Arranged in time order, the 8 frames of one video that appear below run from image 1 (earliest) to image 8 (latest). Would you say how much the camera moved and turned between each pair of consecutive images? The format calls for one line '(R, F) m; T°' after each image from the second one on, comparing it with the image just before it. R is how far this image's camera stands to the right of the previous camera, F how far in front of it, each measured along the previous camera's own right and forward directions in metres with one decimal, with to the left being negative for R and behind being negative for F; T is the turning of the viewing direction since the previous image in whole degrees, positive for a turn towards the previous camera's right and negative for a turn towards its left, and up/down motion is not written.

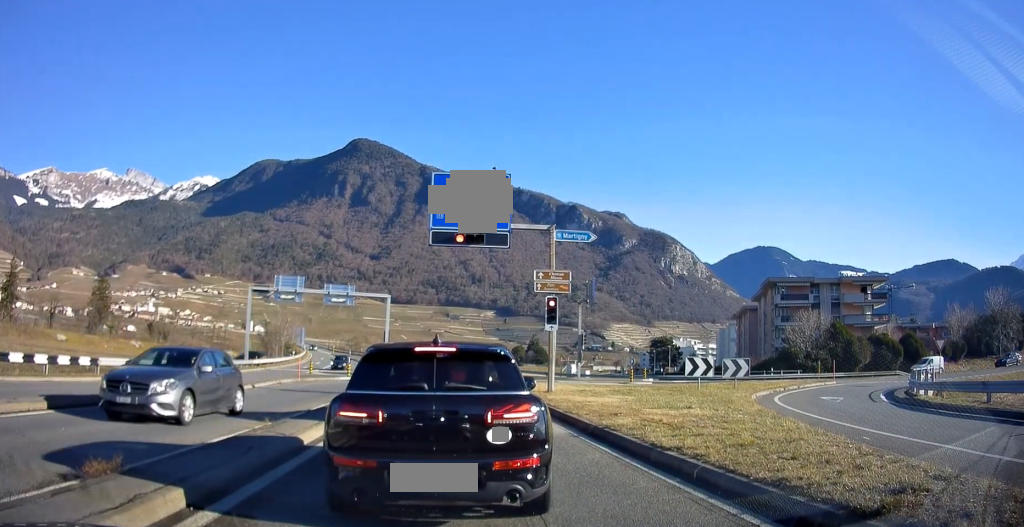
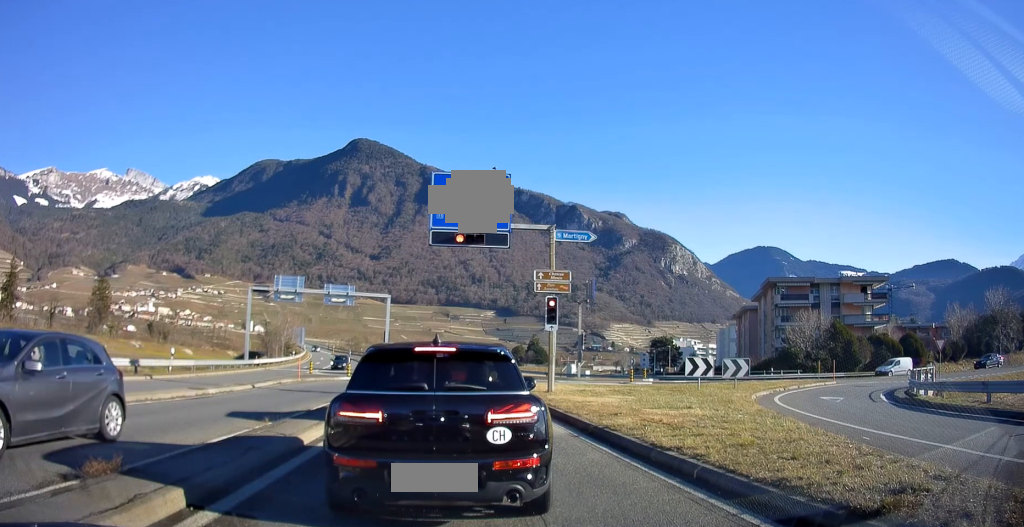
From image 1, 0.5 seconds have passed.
(0.0, 0.0) m; 0°
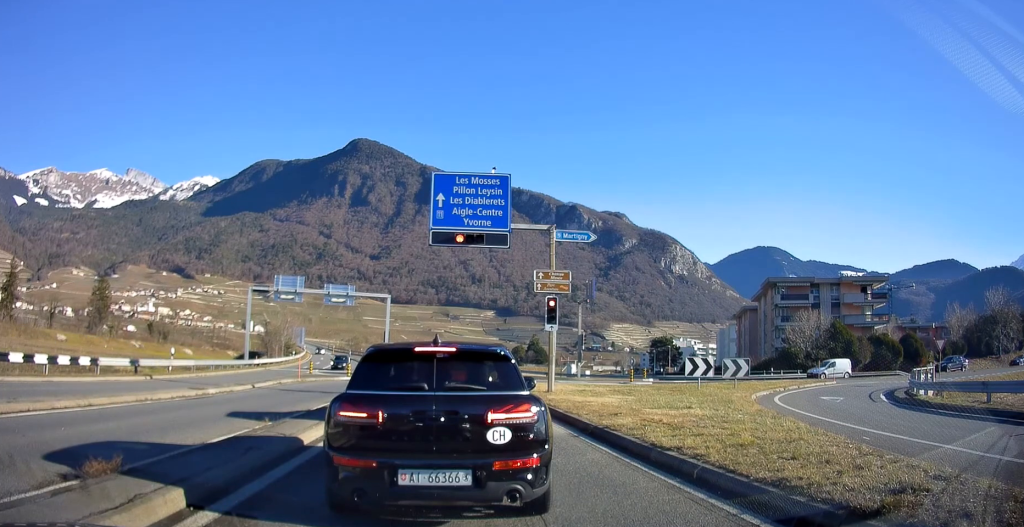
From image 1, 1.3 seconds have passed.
(0.0, 0.0) m; 0°
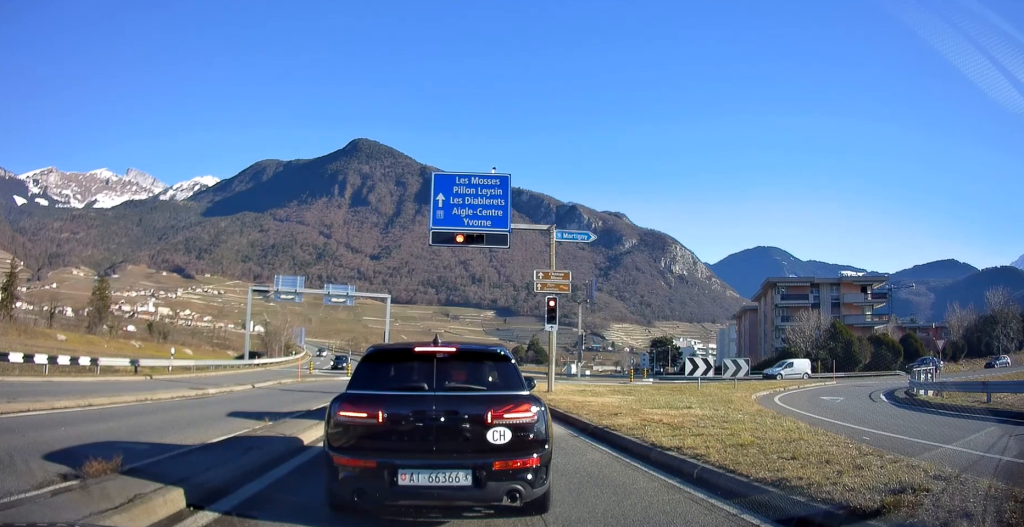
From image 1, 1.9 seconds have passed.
(0.0, 0.0) m; 0°
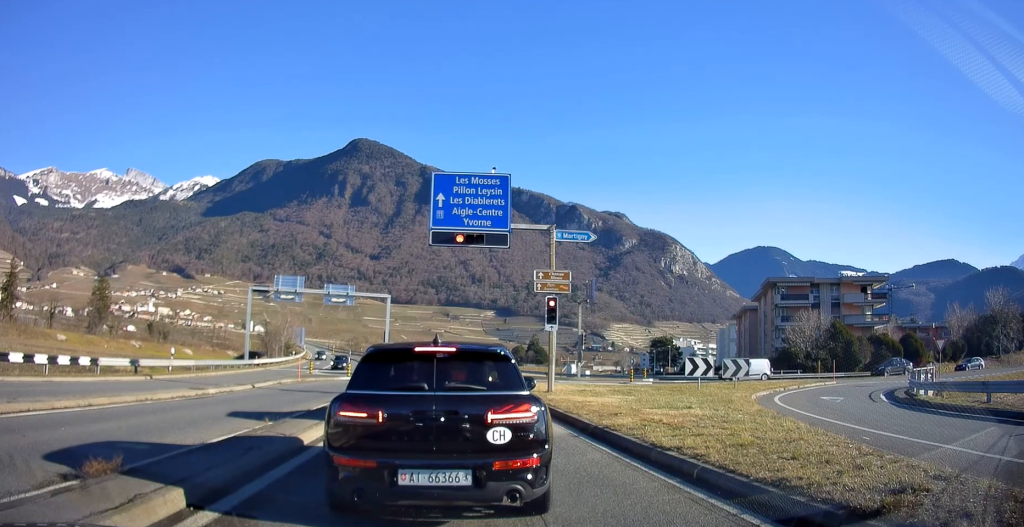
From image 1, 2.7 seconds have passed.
(0.0, 0.0) m; 0°
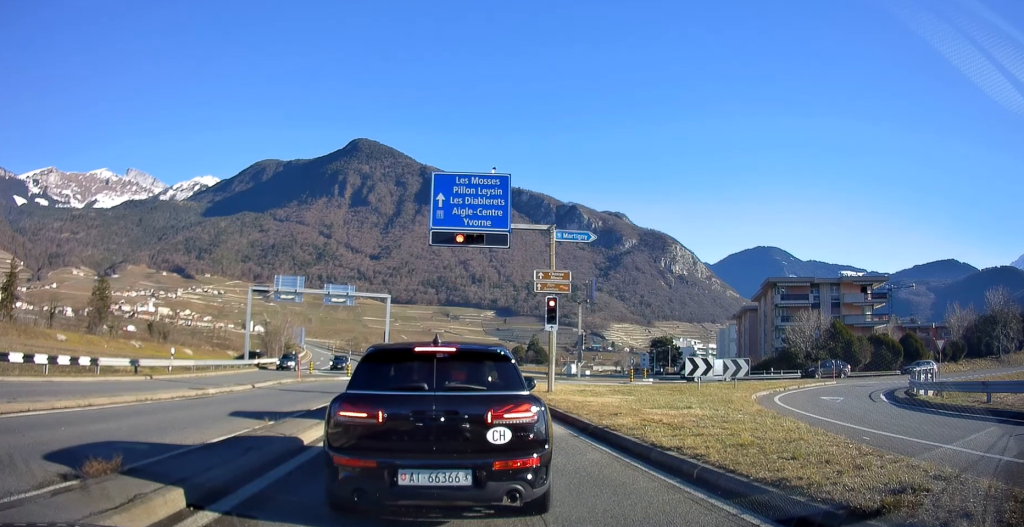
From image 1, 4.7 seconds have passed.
(0.0, 0.0) m; 0°
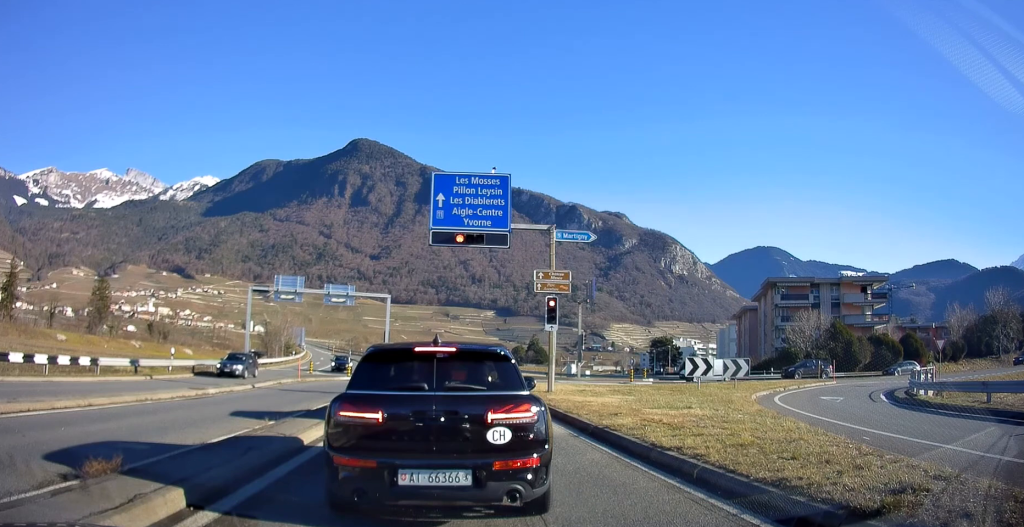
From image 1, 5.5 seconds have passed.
(0.0, 0.0) m; 0°
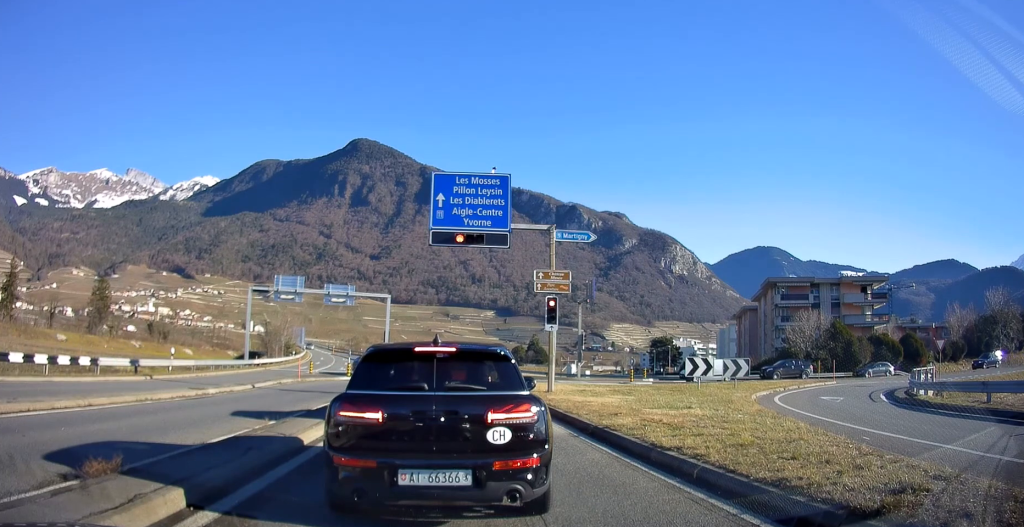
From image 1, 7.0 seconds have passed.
(0.0, 0.0) m; 0°
